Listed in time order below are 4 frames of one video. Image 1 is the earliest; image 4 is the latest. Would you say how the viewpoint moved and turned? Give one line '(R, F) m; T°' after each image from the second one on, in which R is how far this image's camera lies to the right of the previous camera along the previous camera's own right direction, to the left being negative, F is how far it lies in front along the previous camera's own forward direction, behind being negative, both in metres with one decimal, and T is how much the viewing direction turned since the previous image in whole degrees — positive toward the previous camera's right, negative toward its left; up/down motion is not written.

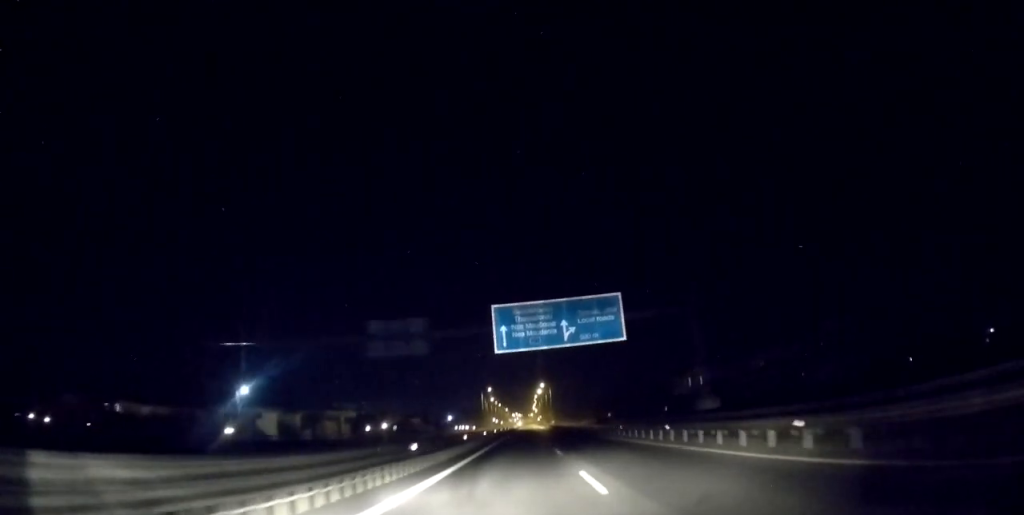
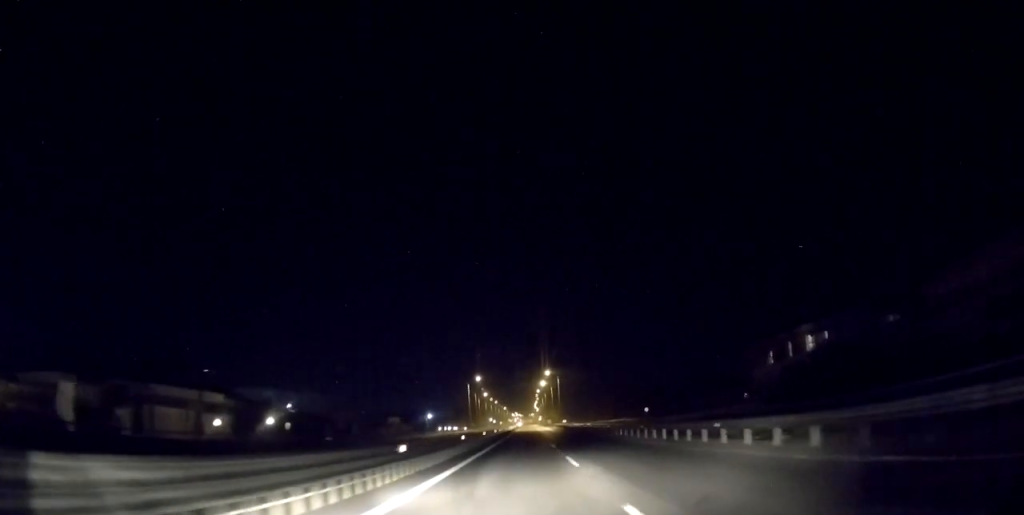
(+0.2, +43.0) m; +1°
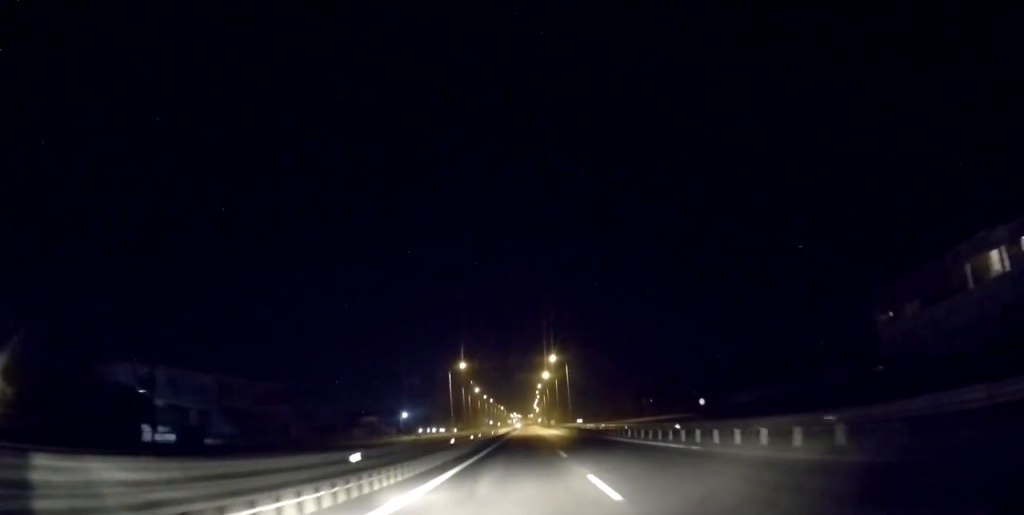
(+0.1, +31.2) m; -1°
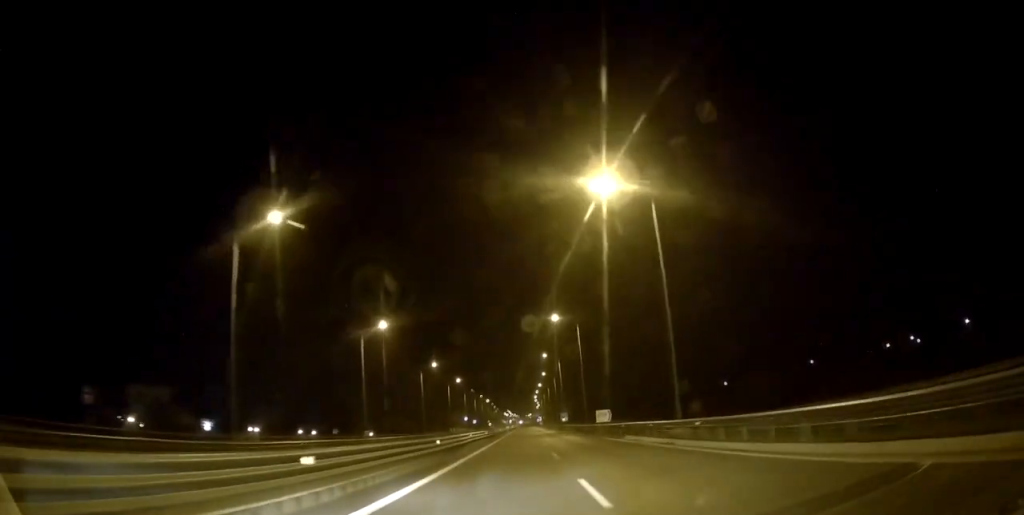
(-0.3, +109.9) m; 0°
